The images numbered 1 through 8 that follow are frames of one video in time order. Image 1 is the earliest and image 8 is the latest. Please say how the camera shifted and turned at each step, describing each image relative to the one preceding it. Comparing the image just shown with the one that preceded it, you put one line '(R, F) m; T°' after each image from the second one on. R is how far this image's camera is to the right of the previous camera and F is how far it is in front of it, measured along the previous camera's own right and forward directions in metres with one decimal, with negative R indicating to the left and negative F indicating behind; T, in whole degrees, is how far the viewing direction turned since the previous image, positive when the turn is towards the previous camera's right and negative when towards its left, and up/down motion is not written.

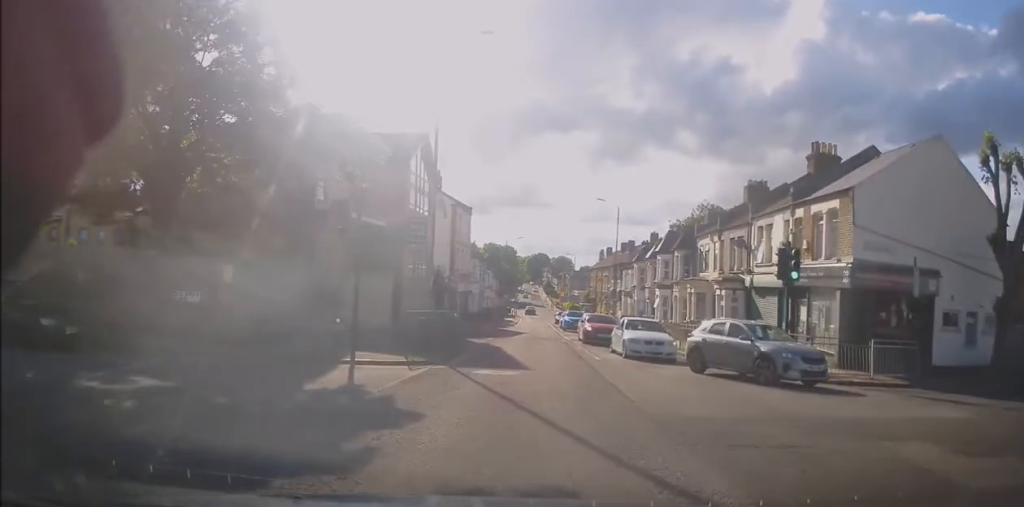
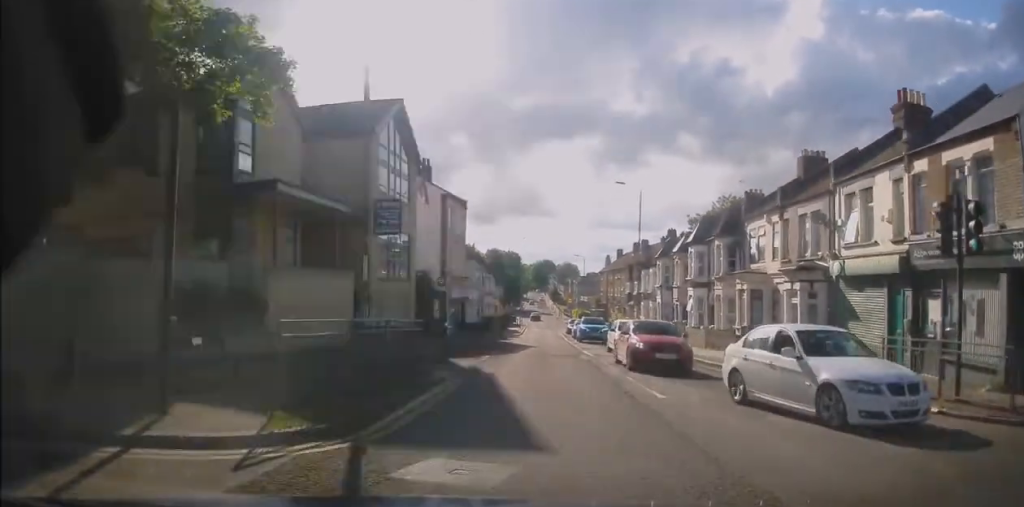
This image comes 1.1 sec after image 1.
(0.0, +8.0) m; -4°
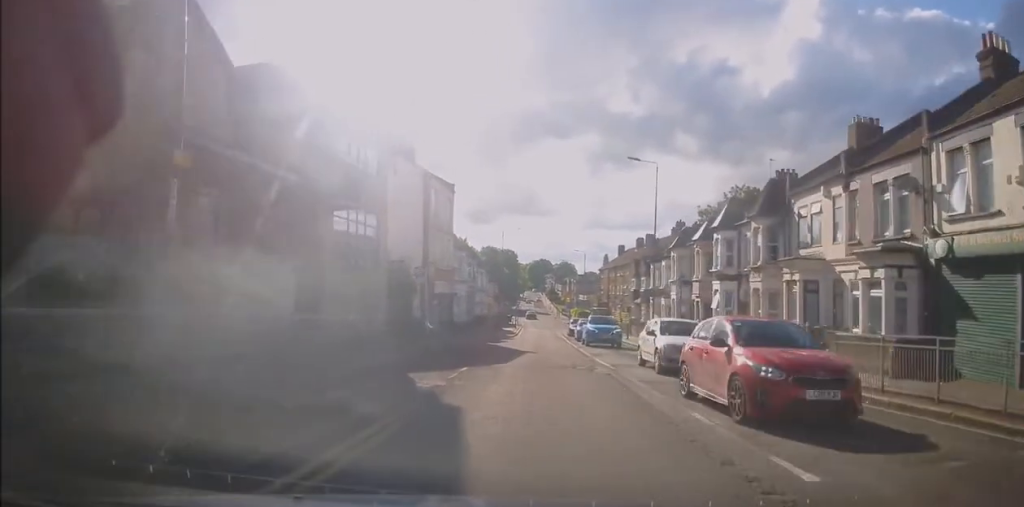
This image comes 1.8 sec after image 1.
(-0.5, +6.0) m; -1°
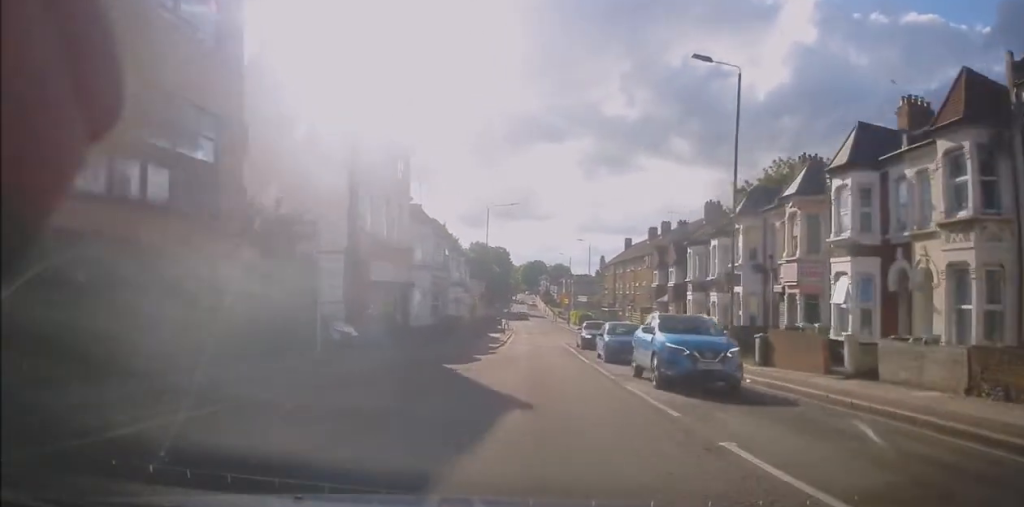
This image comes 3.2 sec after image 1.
(+0.7, +14.3) m; +3°
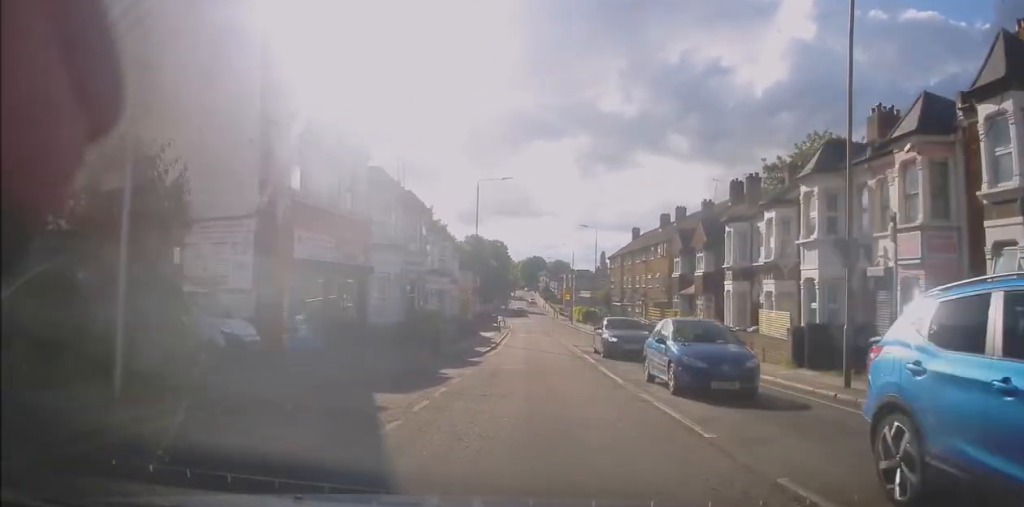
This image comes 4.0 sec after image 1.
(+0.1, +7.8) m; -1°
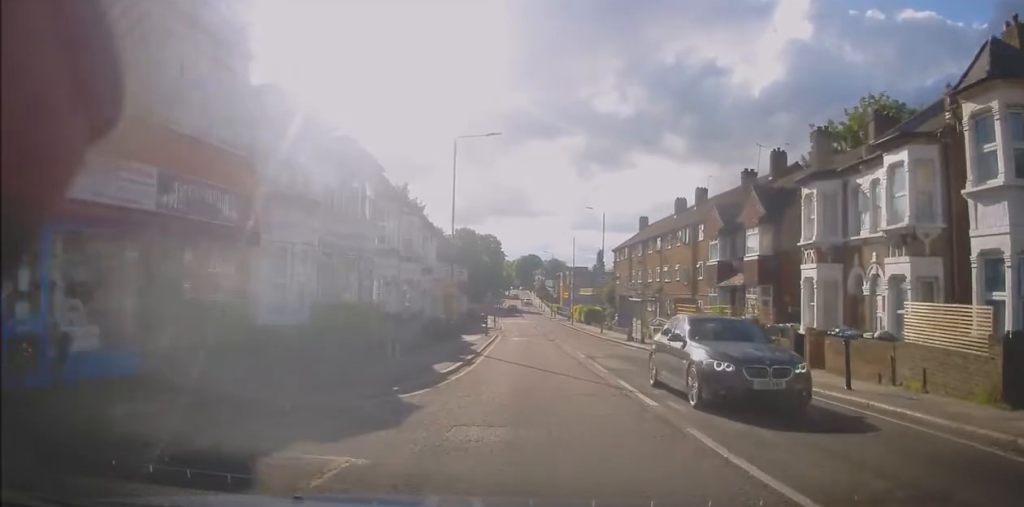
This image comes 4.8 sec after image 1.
(-0.3, +9.5) m; 0°
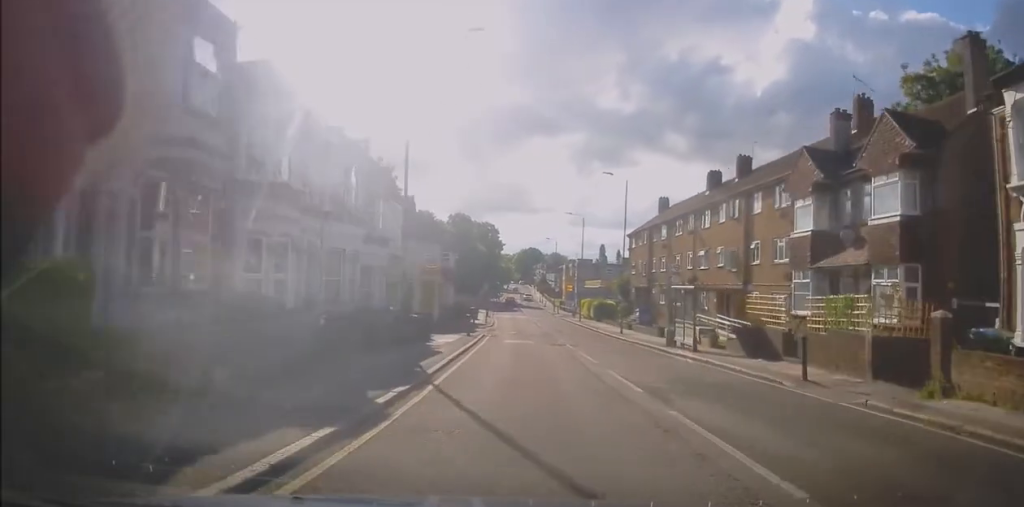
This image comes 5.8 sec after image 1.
(+0.3, +11.1) m; -1°
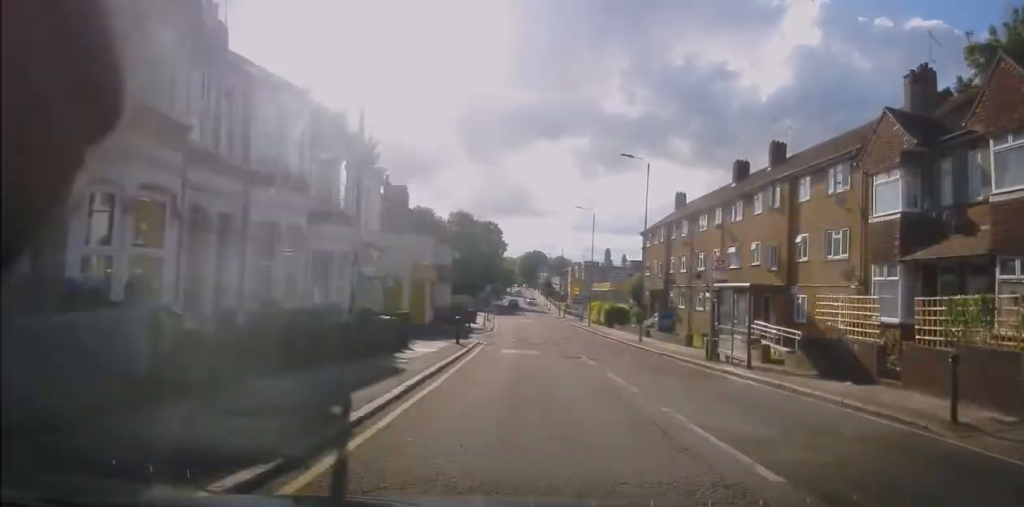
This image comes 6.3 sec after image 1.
(-0.2, +5.5) m; 0°
